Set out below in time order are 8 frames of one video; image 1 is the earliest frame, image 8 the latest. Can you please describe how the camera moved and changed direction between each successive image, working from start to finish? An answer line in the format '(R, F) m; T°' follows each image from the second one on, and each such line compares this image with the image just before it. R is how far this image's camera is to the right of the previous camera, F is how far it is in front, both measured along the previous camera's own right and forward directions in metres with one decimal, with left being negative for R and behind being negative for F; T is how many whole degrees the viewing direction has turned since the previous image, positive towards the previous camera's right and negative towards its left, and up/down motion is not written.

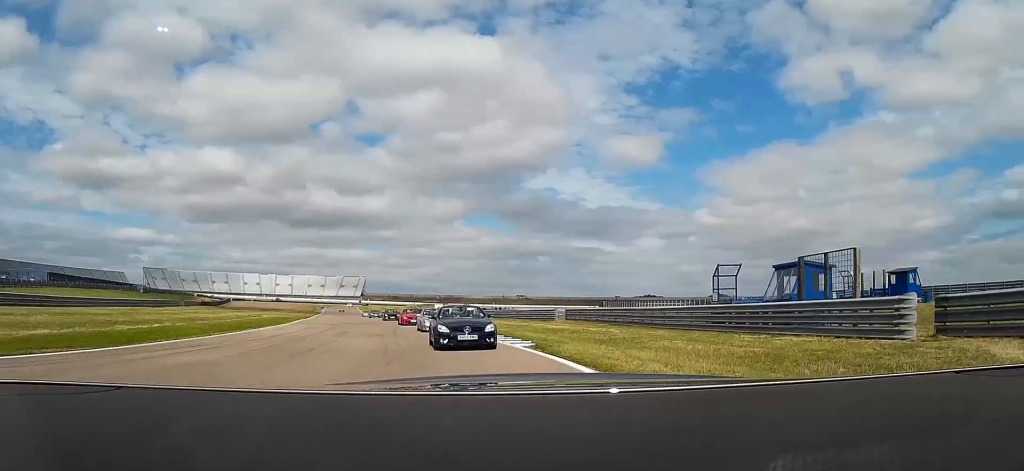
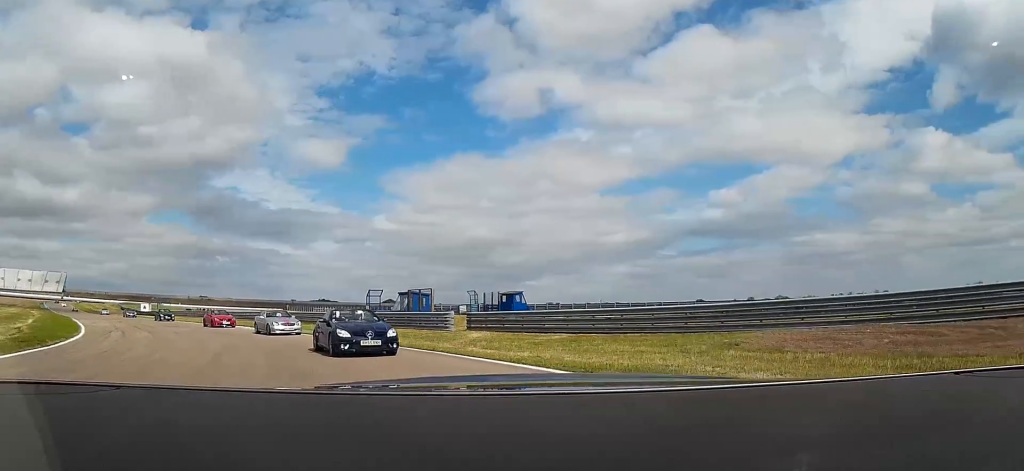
(+3.7, +18.9) m; +28°
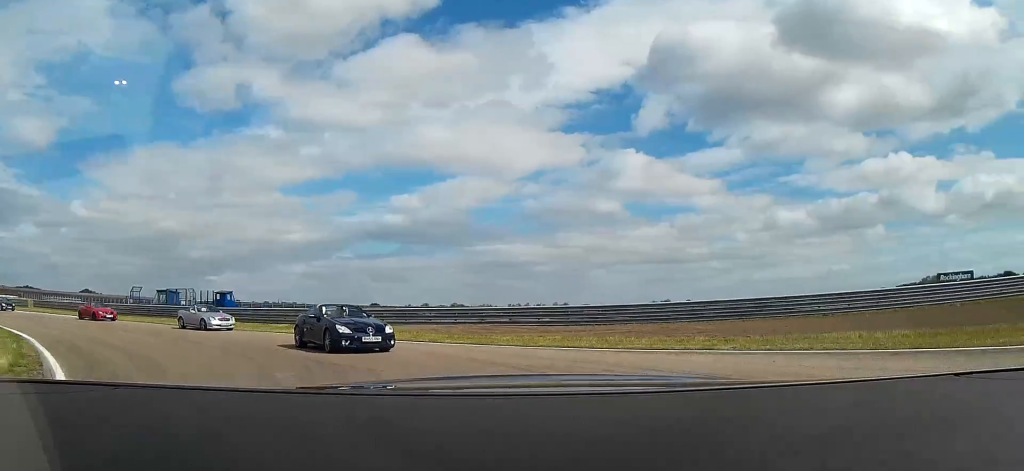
(+3.6, +13.4) m; +30°
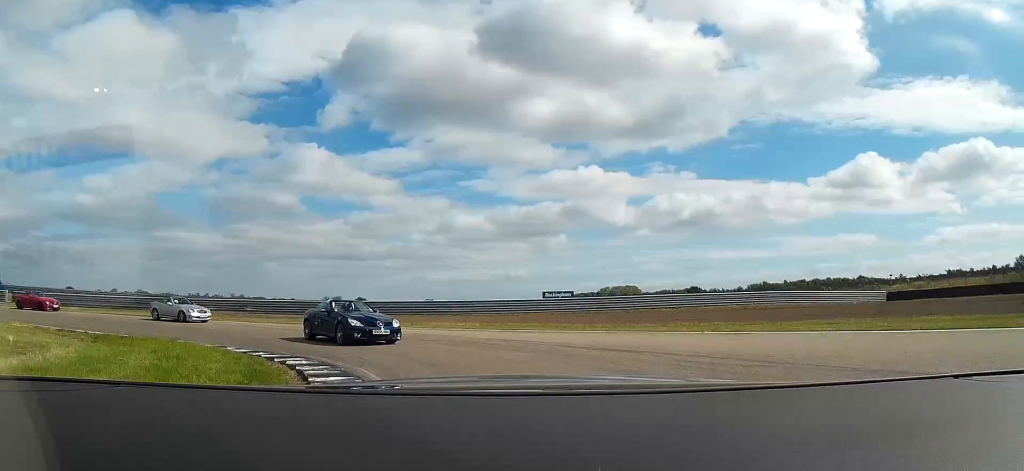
(+3.2, +13.2) m; +29°
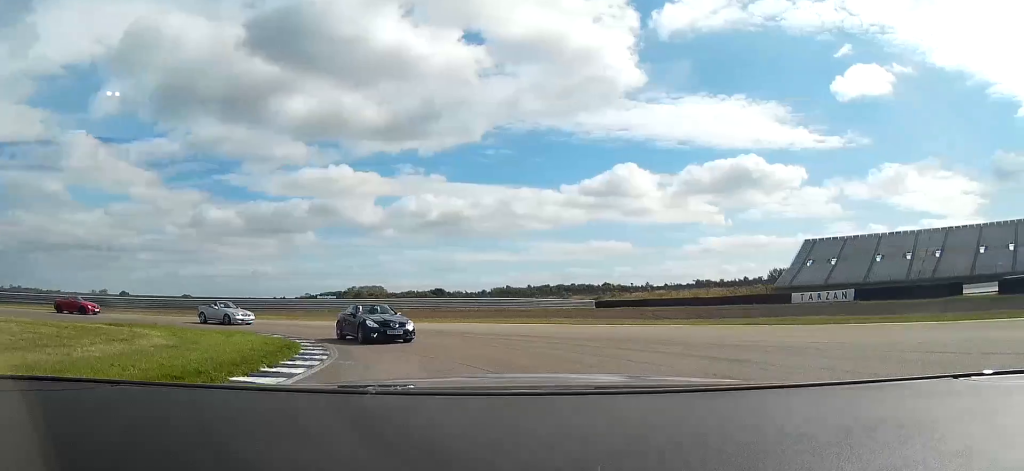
(+3.9, +14.3) m; +23°
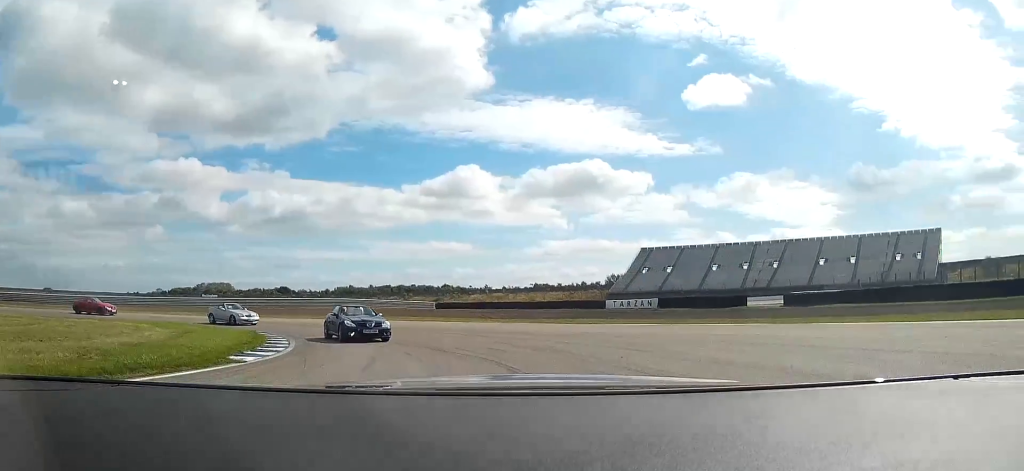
(+0.8, +10.1) m; +13°
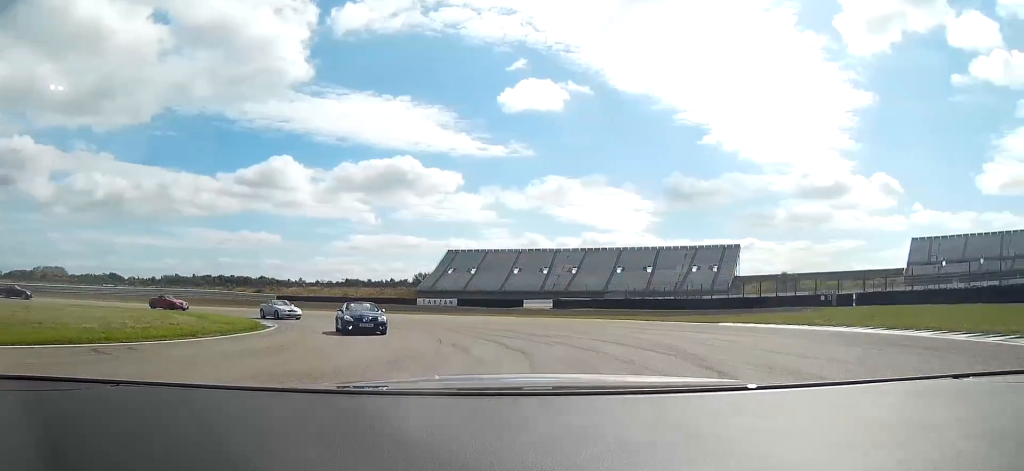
(+3.7, +17.6) m; +23°
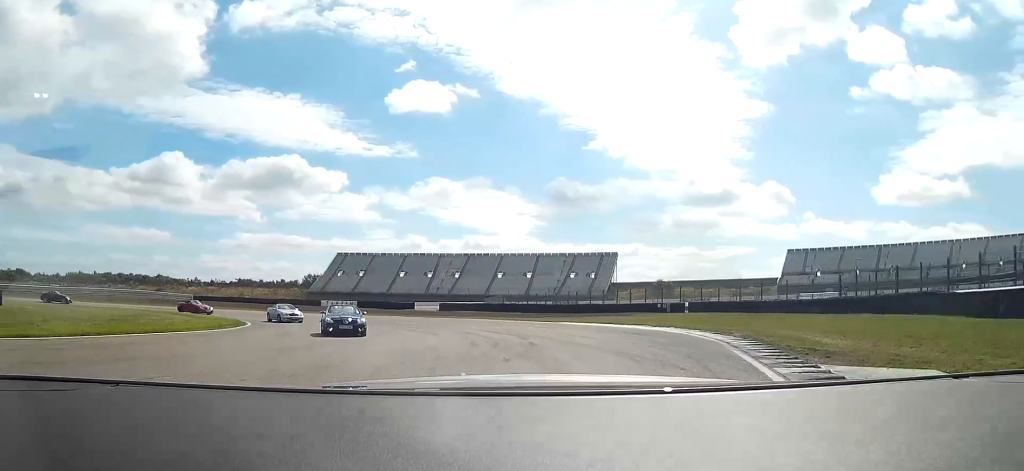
(+1.4, +12.4) m; +9°
